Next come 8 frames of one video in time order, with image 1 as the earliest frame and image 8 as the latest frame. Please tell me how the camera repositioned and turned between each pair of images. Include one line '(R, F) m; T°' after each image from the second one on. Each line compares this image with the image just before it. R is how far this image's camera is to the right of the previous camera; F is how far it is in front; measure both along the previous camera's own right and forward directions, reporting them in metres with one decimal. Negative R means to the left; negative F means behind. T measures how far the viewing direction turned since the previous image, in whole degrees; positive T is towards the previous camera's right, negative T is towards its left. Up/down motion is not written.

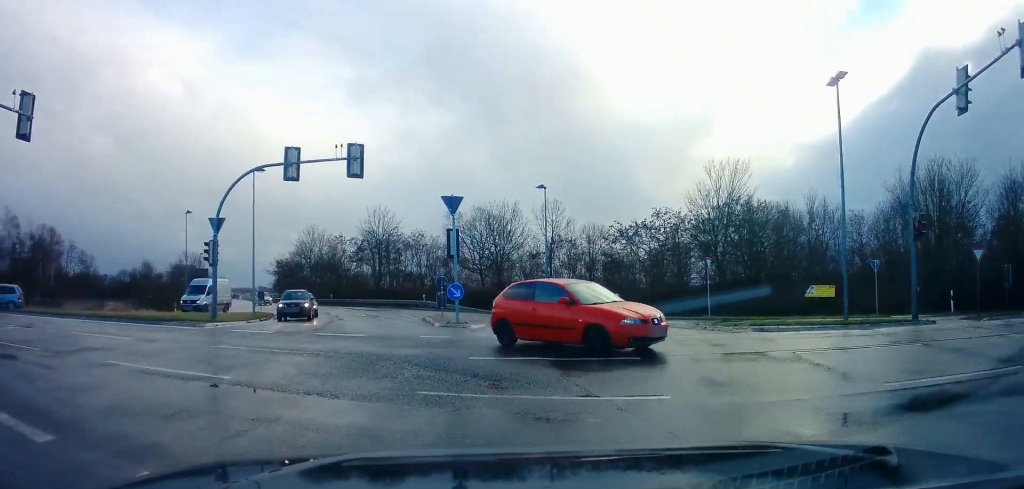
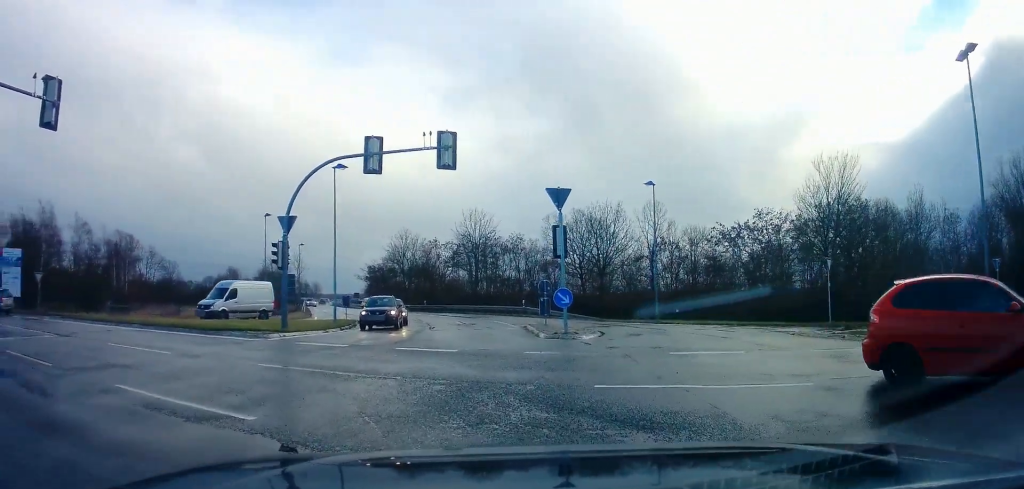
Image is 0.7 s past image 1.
(-0.1, +2.7) m; -9°
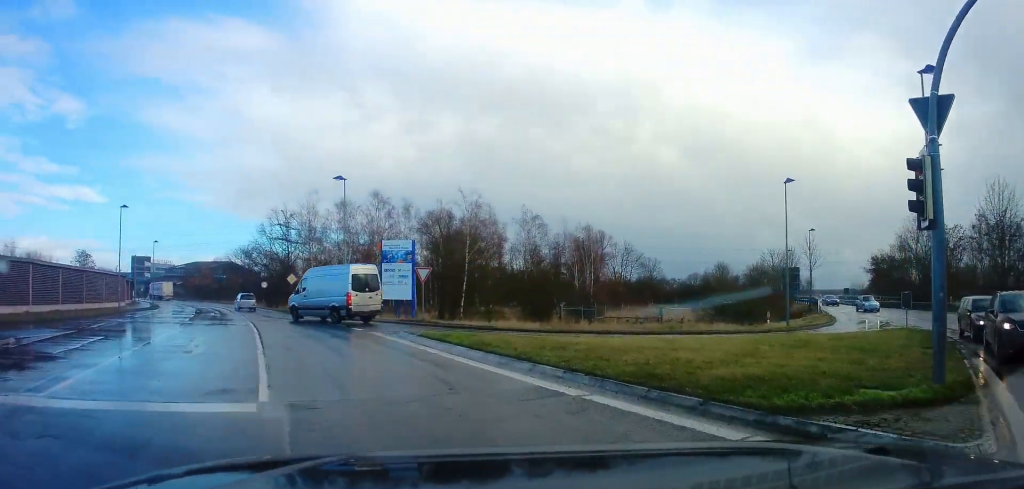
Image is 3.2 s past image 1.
(-5.9, +11.3) m; -48°
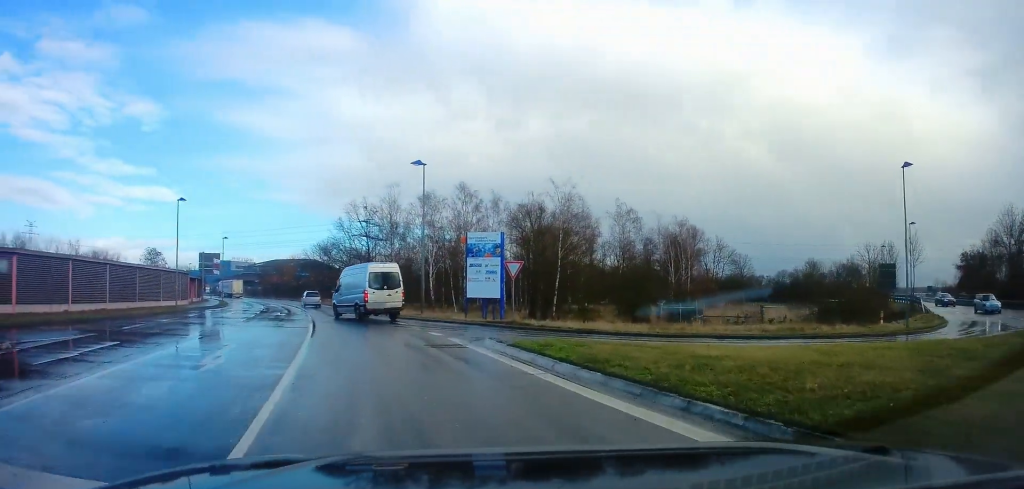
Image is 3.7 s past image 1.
(+0.1, +3.6) m; -8°
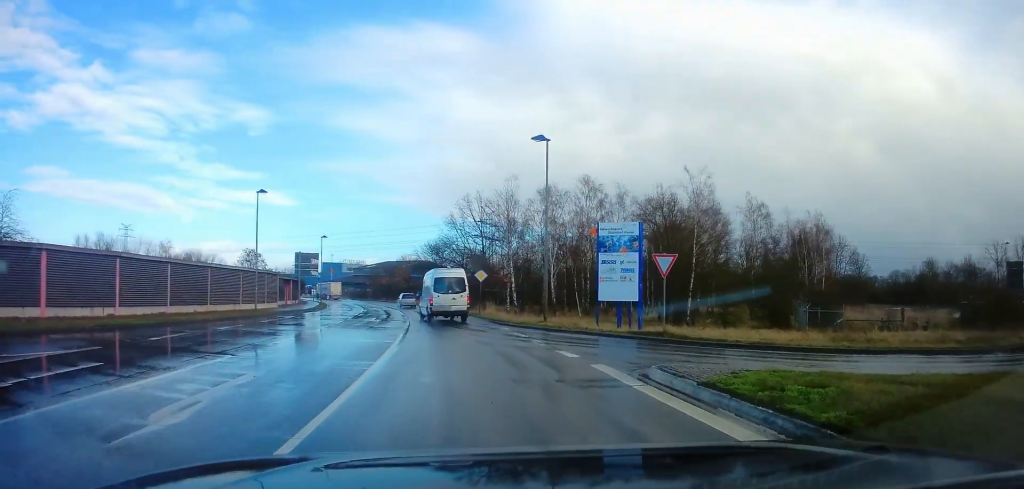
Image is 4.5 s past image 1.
(-0.8, +5.4) m; -6°
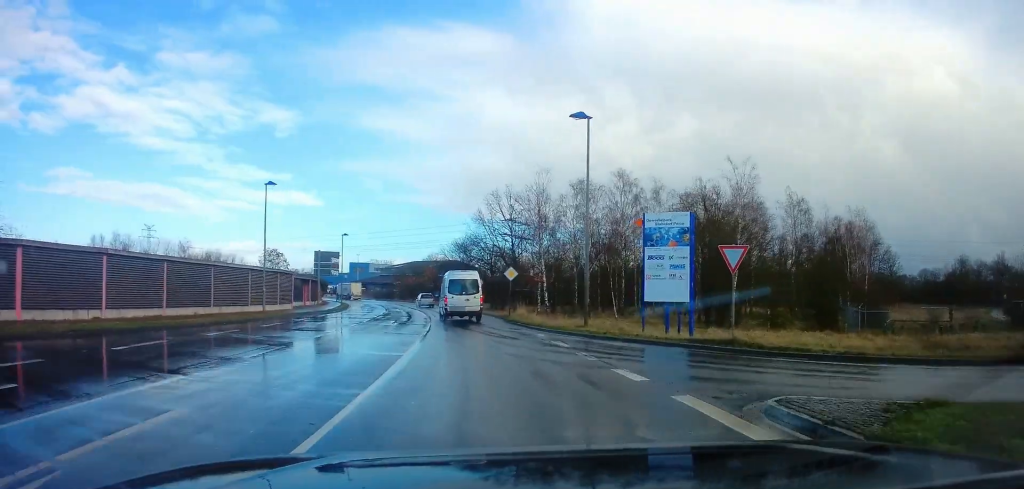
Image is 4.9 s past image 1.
(-0.2, +3.2) m; -2°
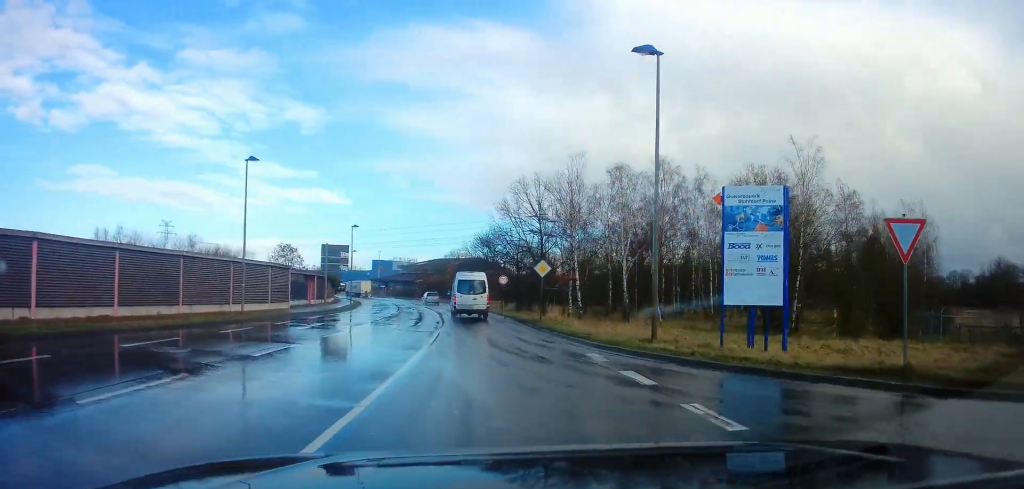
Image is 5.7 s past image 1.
(+0.2, +6.3) m; +2°
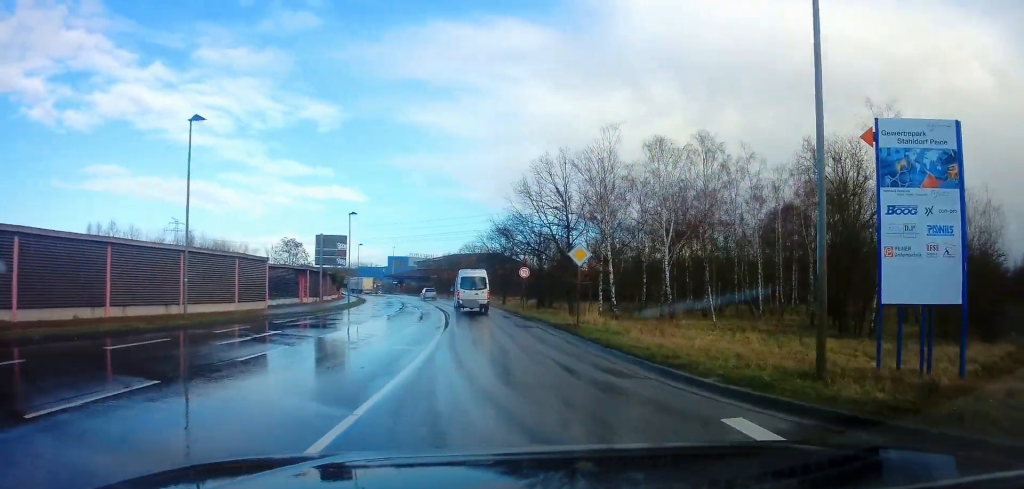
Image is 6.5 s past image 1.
(+0.1, +7.4) m; -4°
